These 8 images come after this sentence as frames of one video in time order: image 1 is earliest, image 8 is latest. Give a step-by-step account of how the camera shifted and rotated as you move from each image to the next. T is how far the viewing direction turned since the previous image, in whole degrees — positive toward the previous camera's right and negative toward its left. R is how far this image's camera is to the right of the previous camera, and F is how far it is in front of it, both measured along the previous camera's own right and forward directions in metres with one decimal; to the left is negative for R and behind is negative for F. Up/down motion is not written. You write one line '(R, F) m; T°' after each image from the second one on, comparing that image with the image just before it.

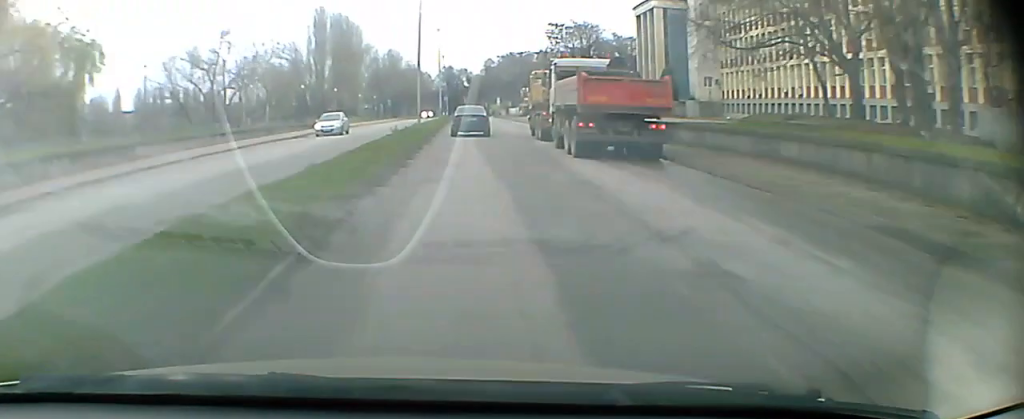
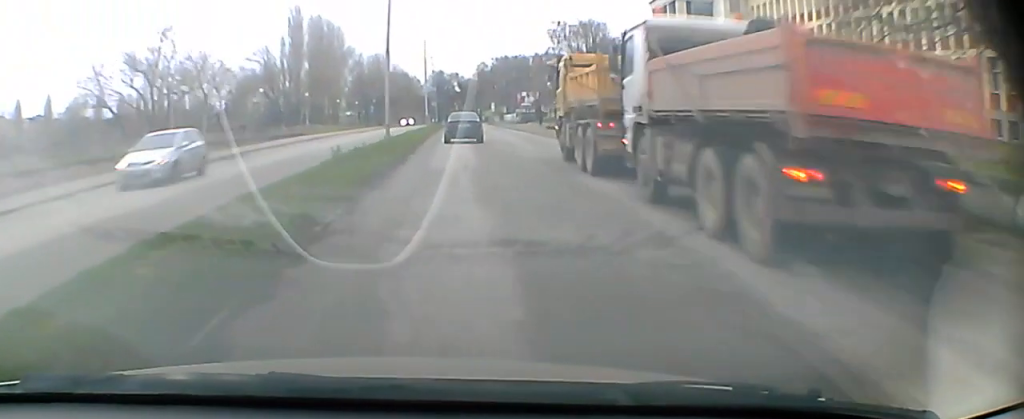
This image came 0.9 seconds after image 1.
(0.0, +13.5) m; 0°
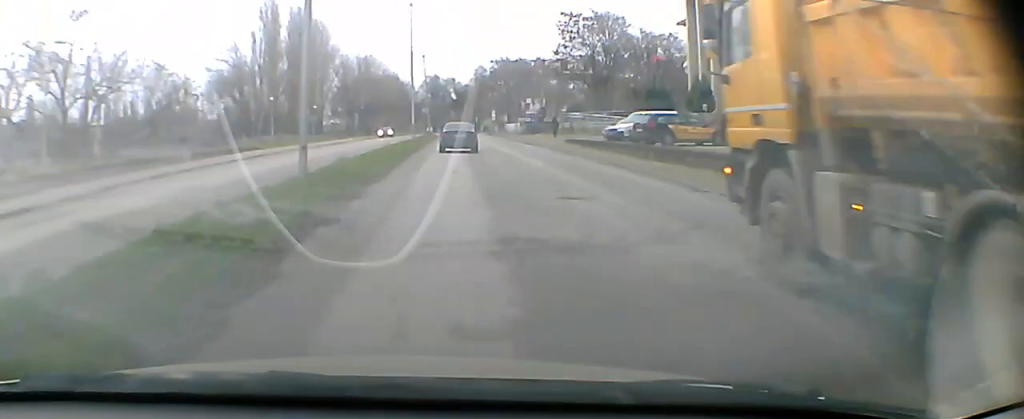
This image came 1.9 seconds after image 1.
(-0.1, +14.9) m; -1°
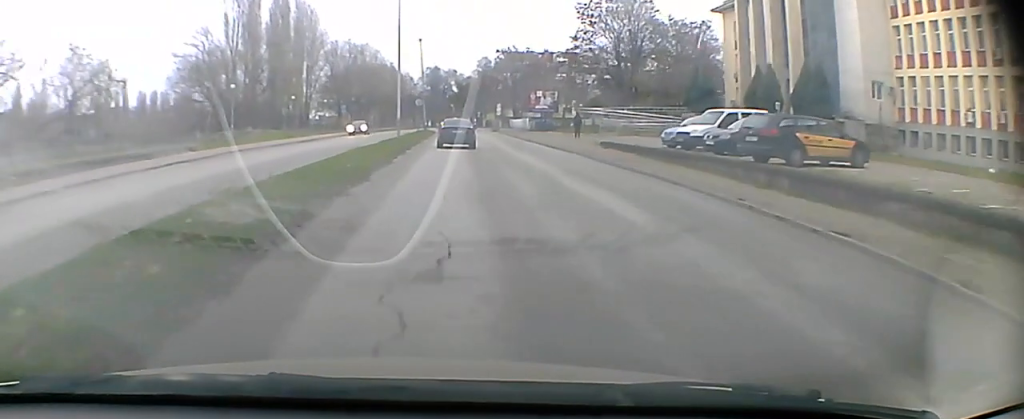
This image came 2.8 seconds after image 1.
(-0.1, +13.3) m; -1°
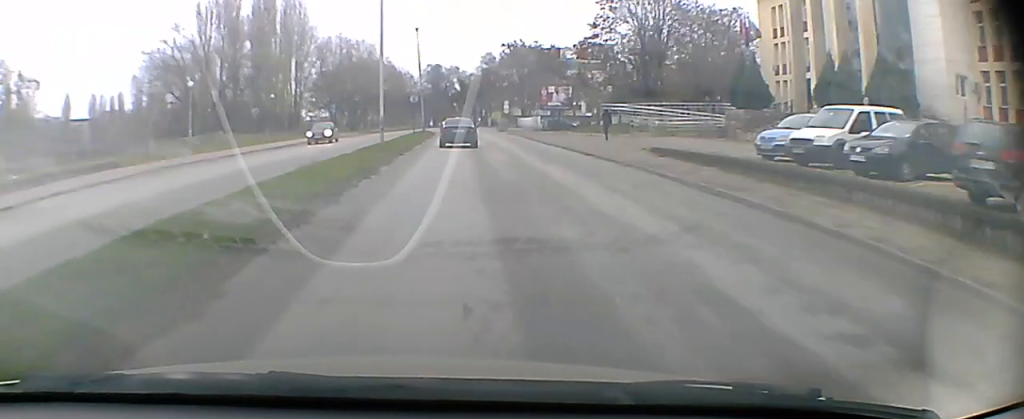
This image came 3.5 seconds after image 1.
(0.0, +10.3) m; 0°
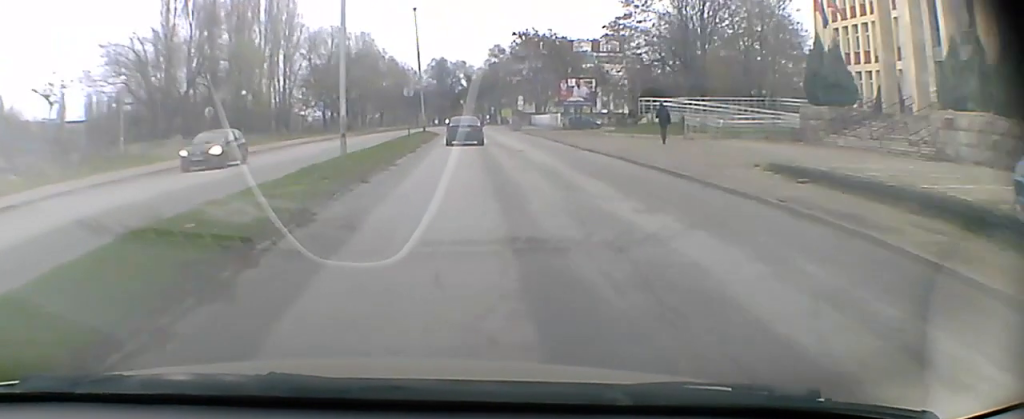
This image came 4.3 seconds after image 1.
(0.0, +11.6) m; 0°
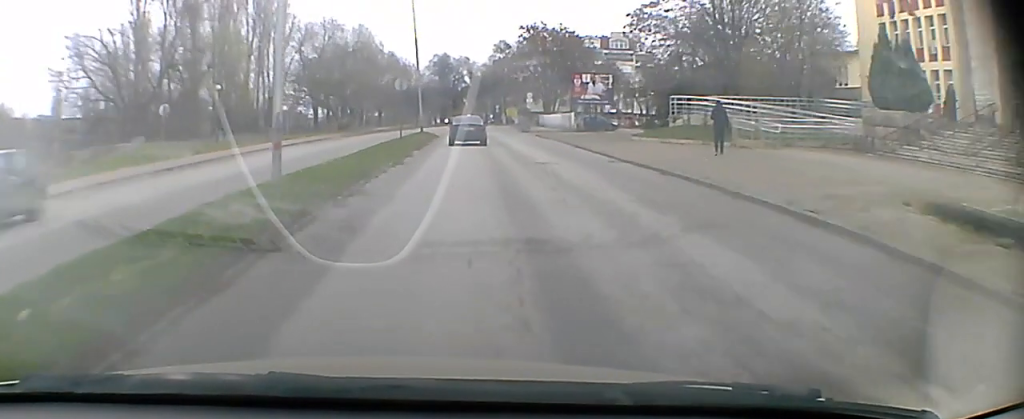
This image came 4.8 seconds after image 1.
(0.0, +7.2) m; 0°
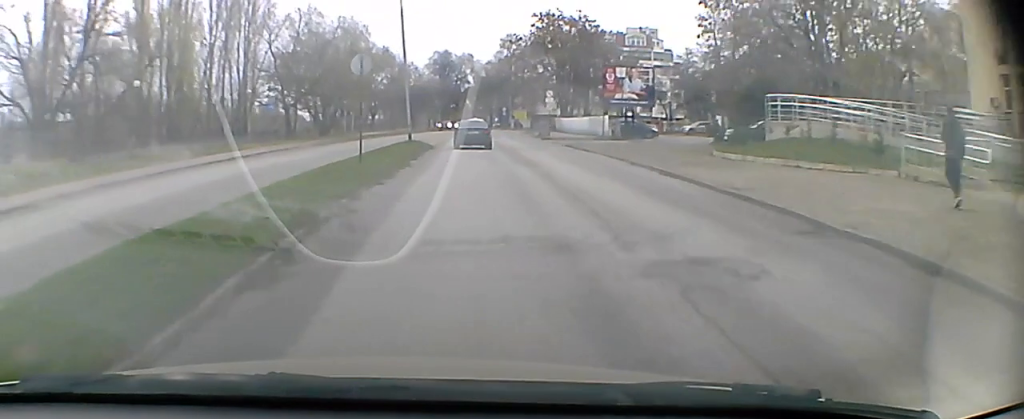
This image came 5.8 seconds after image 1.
(0.0, +14.4) m; 0°
